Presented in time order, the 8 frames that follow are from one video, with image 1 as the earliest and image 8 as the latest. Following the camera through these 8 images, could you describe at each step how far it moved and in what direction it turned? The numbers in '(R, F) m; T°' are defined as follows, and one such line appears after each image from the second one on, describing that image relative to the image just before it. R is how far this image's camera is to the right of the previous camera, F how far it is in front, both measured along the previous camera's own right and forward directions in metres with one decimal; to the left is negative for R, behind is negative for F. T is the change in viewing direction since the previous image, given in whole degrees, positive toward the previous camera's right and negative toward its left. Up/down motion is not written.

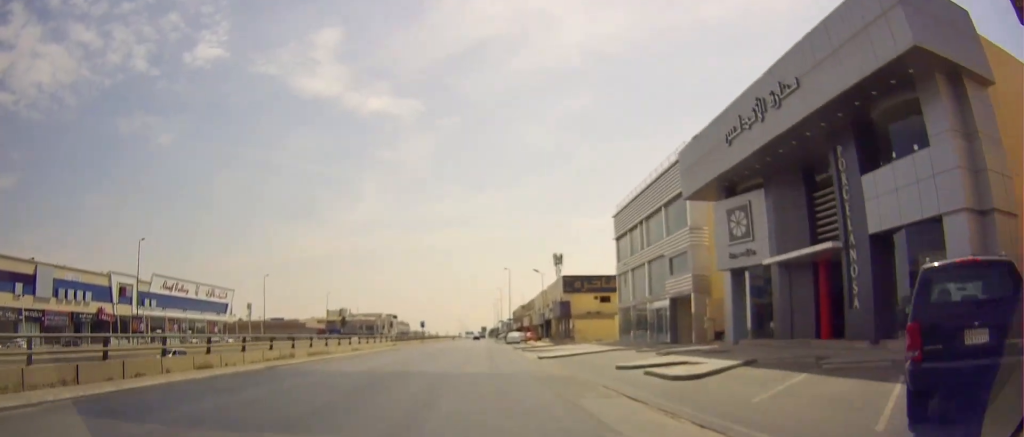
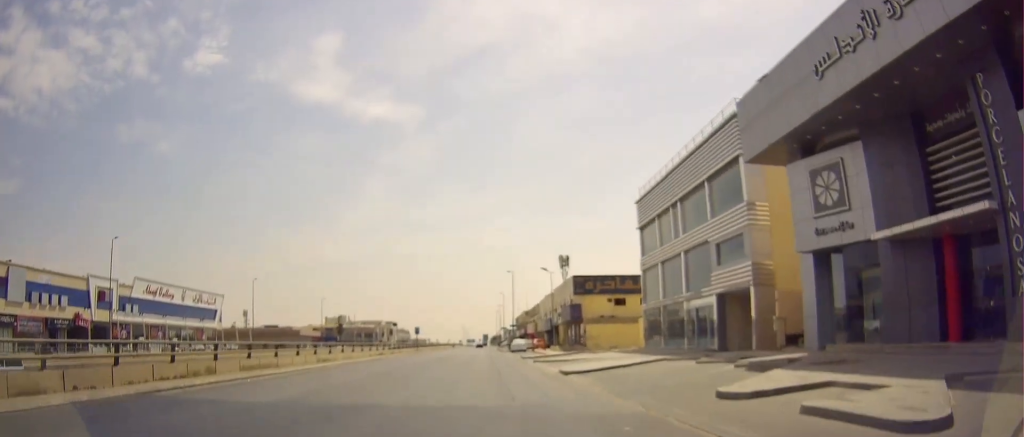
(0.0, +8.5) m; 0°
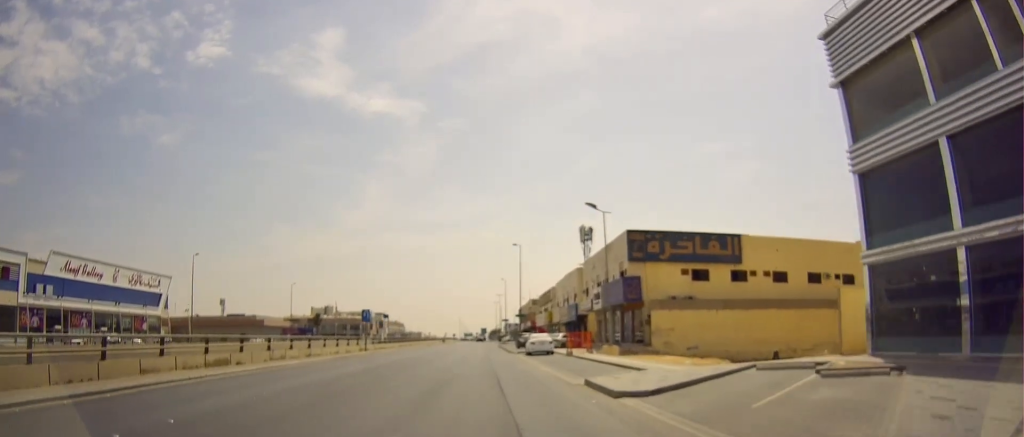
(-0.9, +29.6) m; -1°
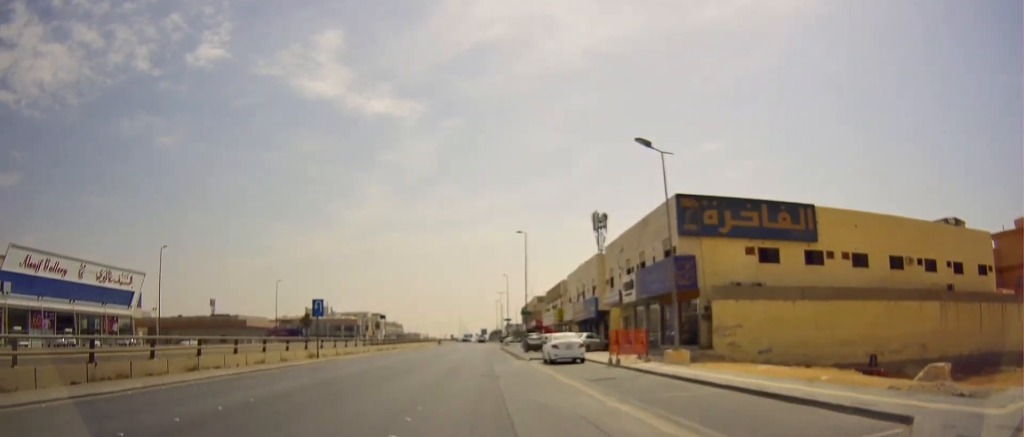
(+0.4, +12.4) m; +1°
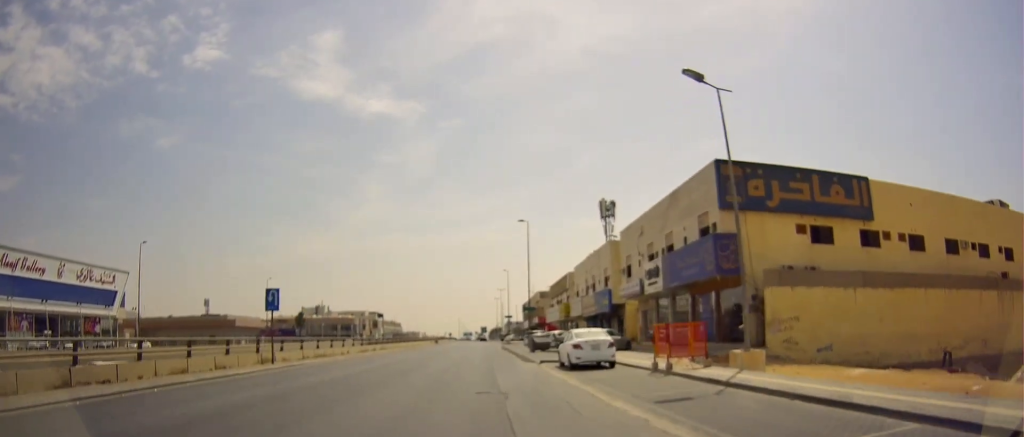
(0.0, +6.6) m; -1°
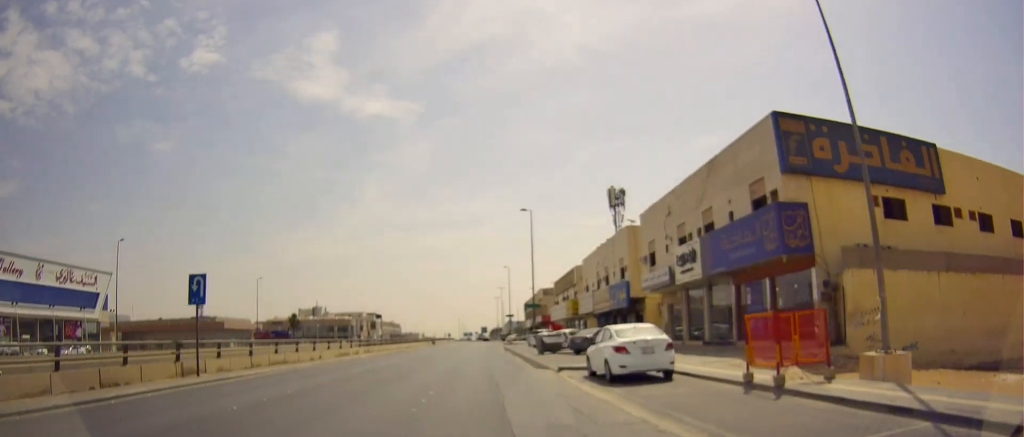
(-0.1, +6.8) m; 0°
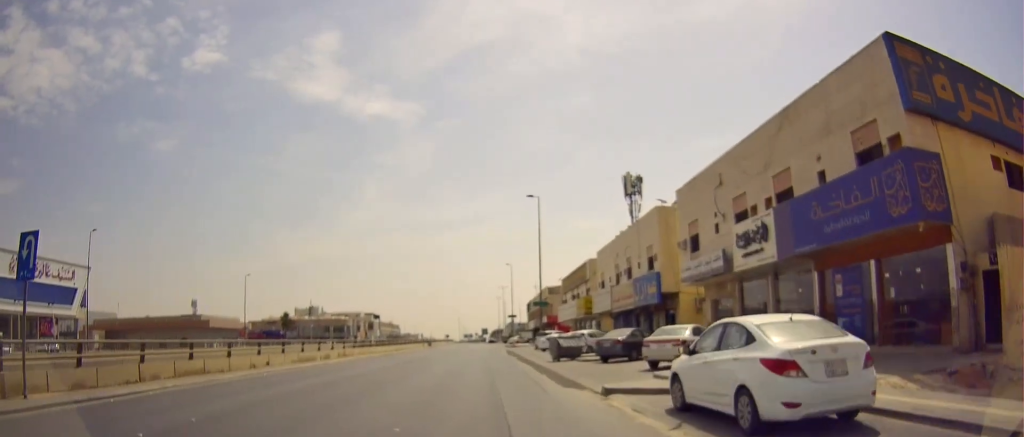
(-0.1, +8.2) m; 0°
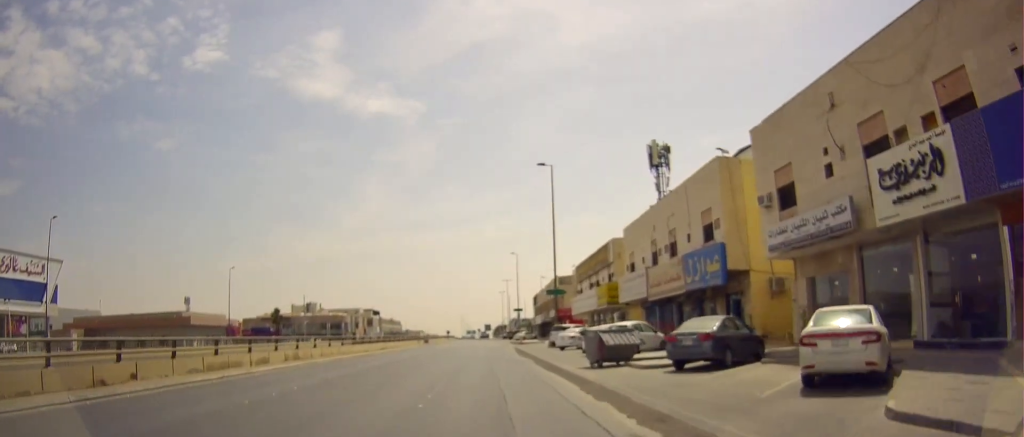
(+0.2, +10.3) m; +1°
